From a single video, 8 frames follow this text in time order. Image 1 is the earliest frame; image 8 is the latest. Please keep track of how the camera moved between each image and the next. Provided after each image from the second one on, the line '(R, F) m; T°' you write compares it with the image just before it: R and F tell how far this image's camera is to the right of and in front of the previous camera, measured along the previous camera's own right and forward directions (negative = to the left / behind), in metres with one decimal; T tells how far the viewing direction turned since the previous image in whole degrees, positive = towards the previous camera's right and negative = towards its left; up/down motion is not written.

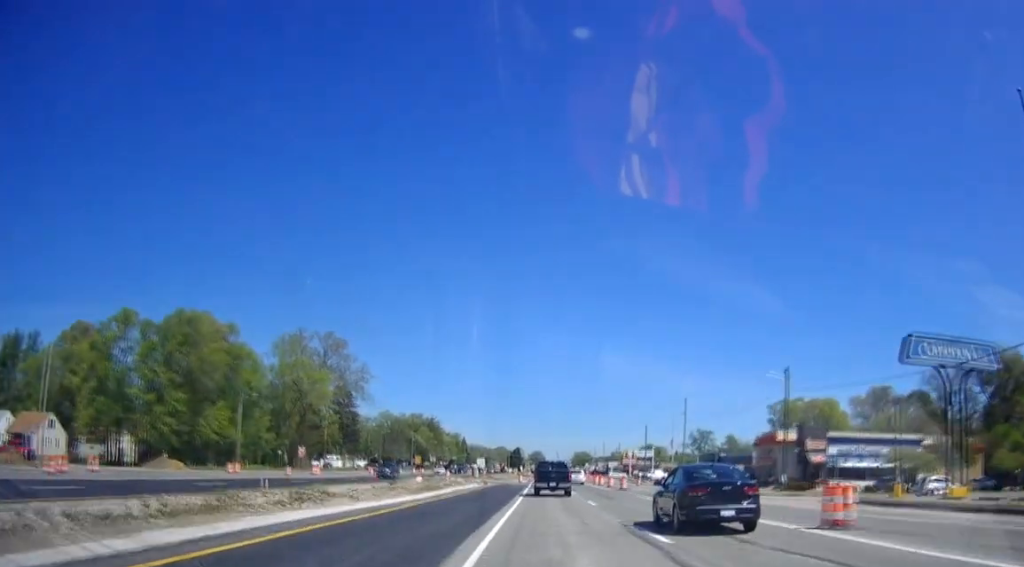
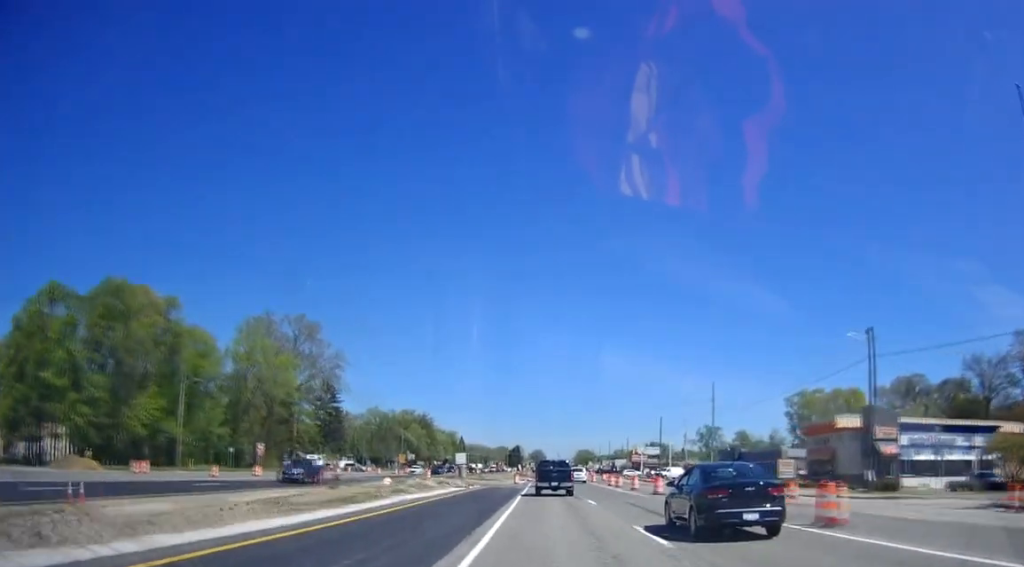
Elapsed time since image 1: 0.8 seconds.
(+0.2, +15.7) m; 0°
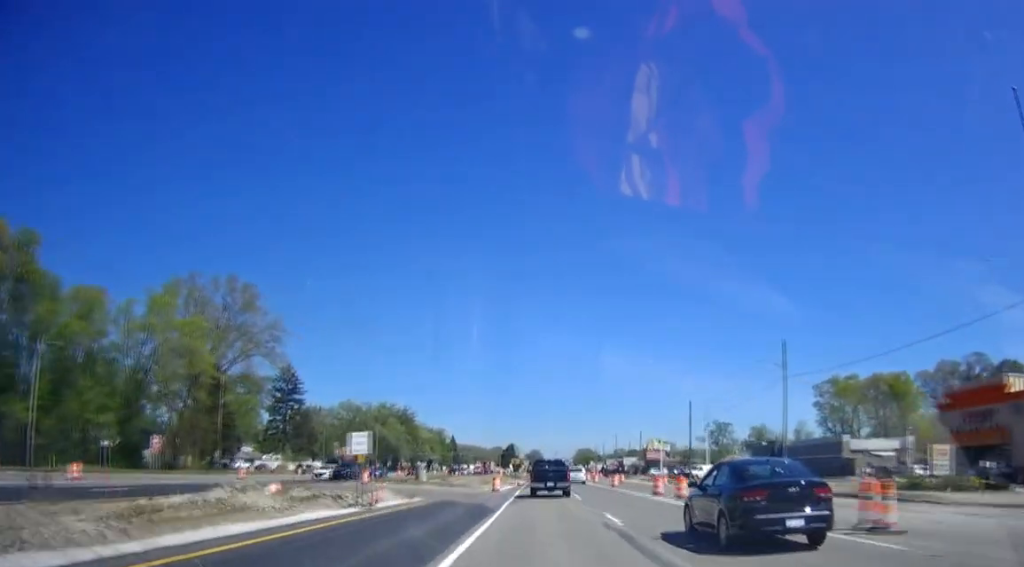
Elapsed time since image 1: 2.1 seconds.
(-0.1, +25.5) m; 0°
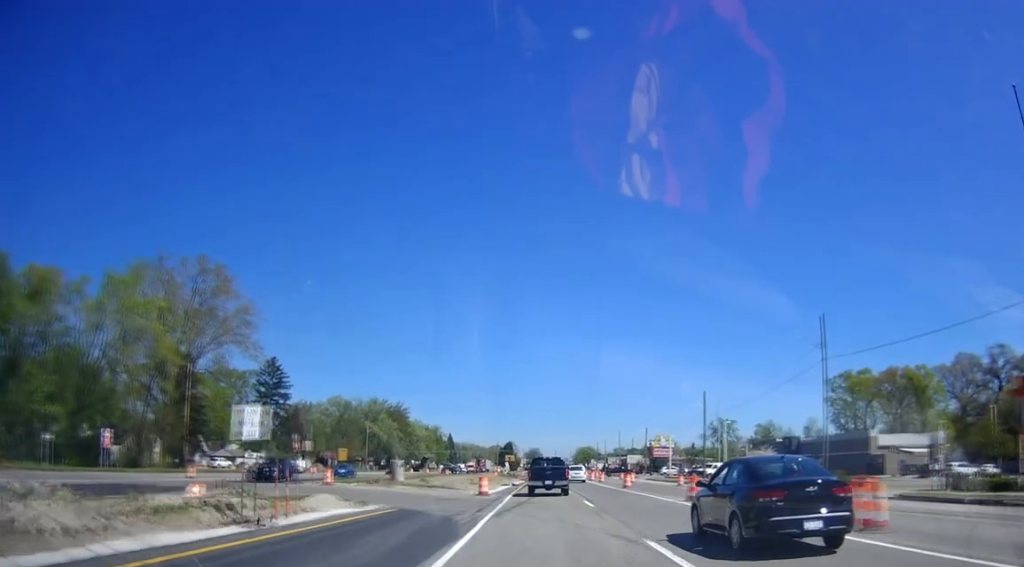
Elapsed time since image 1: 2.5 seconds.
(-0.1, +8.4) m; 0°
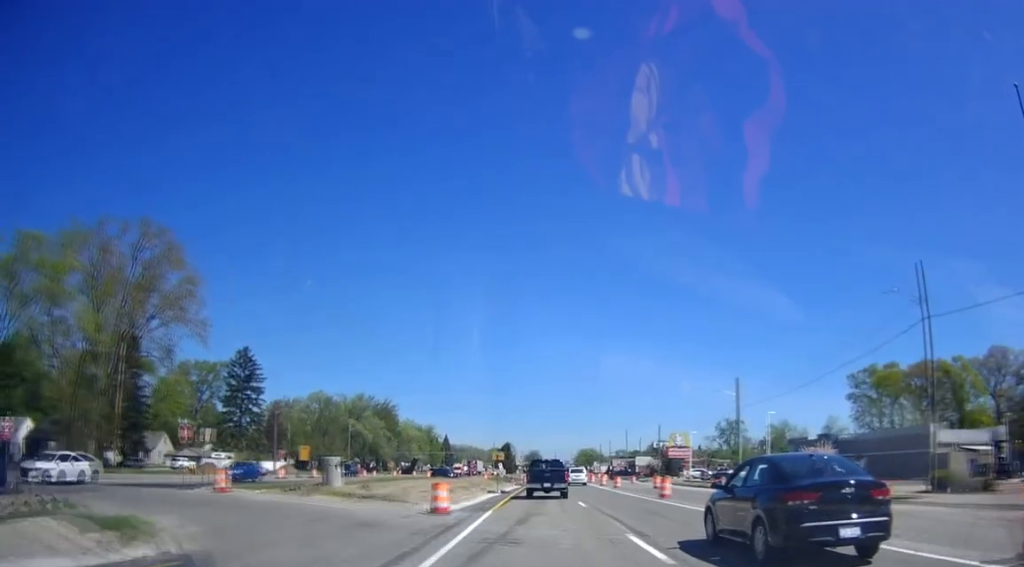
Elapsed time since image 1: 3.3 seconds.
(+0.5, +14.2) m; +2°
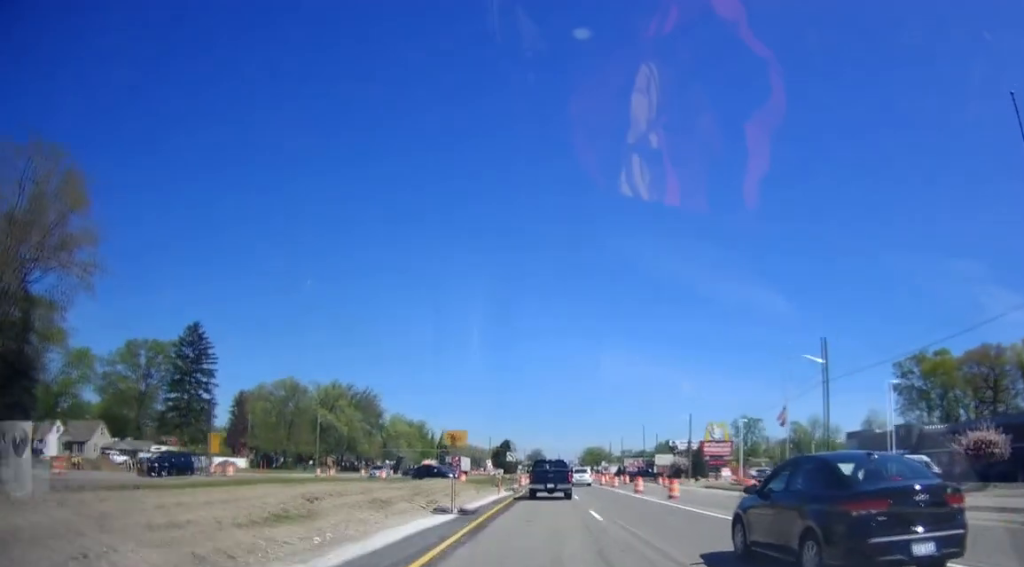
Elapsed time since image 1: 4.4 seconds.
(+0.1, +21.8) m; 0°
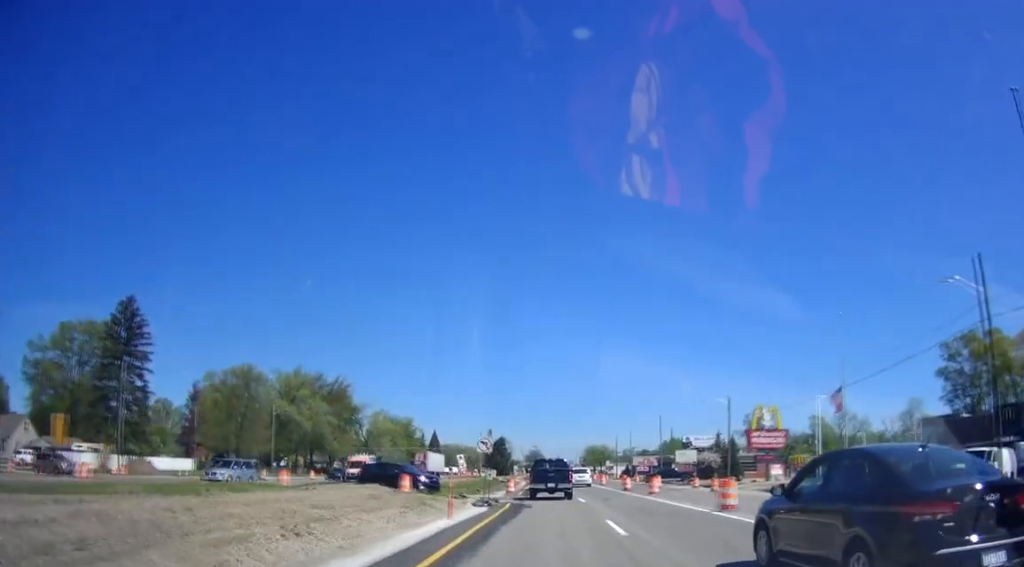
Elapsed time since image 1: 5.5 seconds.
(-0.2, +20.1) m; -1°
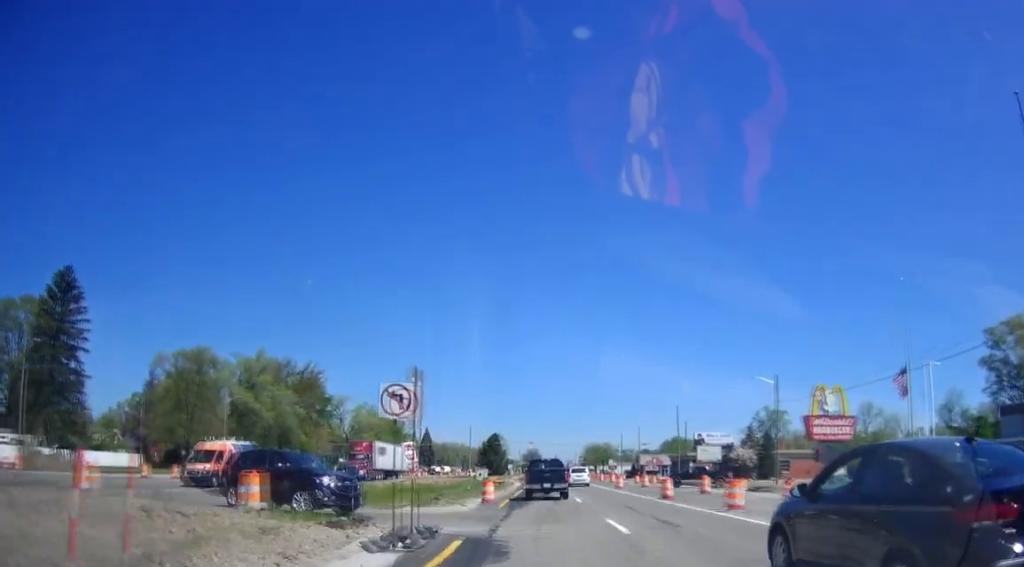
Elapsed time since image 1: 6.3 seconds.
(0.0, +15.7) m; -2°
